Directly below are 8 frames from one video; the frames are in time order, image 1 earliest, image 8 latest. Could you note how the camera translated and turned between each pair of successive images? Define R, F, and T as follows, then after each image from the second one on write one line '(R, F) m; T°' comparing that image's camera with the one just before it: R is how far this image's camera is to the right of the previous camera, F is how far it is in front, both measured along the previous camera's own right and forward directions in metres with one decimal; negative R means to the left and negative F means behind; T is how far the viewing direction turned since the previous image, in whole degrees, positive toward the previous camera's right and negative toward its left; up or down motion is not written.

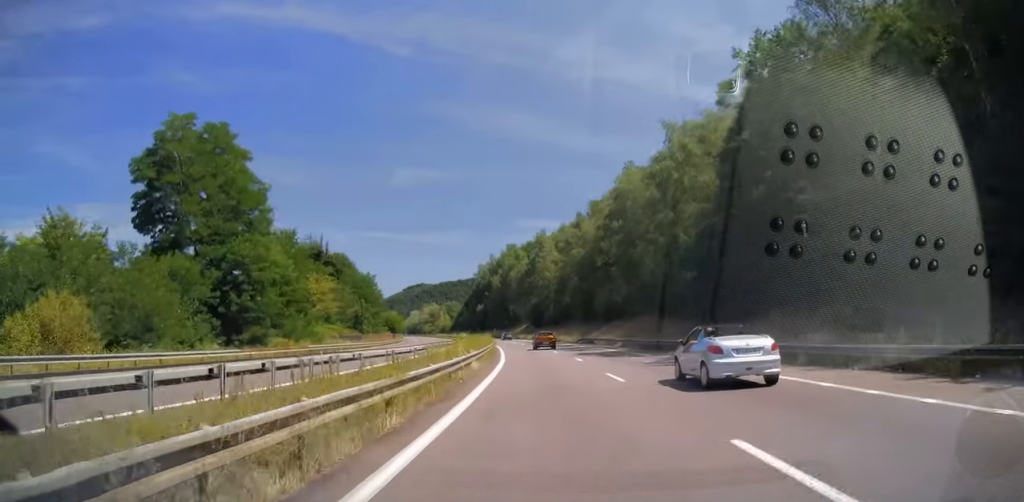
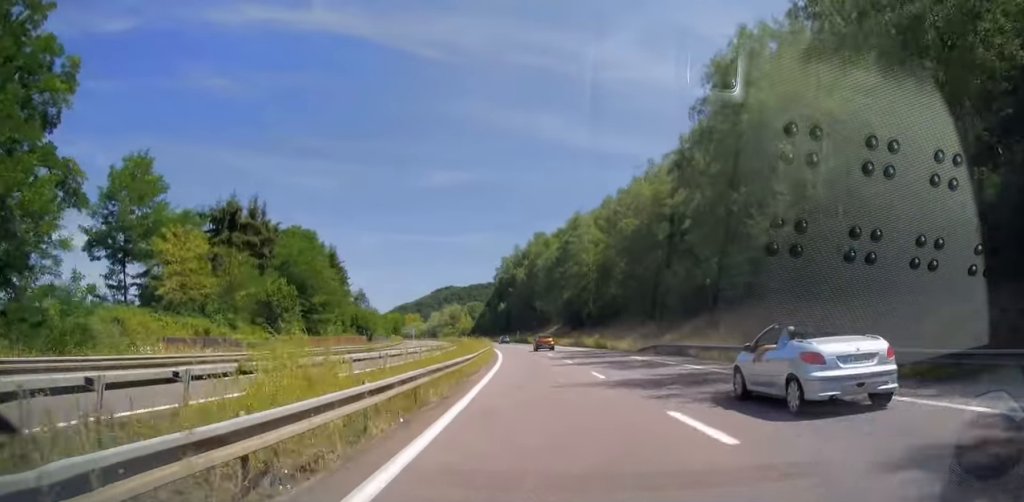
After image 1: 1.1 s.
(-1.0, +33.4) m; -3°
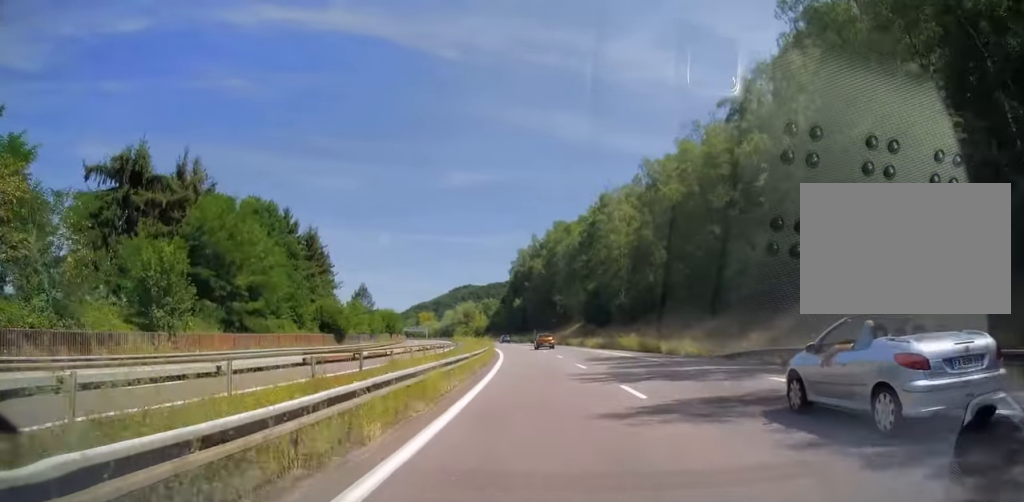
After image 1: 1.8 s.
(-0.3, +18.7) m; -2°
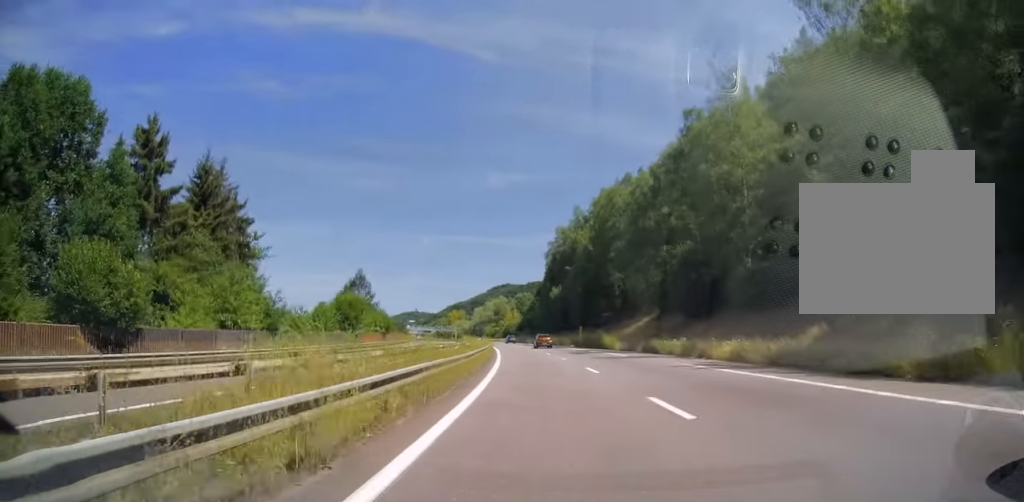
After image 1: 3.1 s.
(-1.4, +39.8) m; -4°
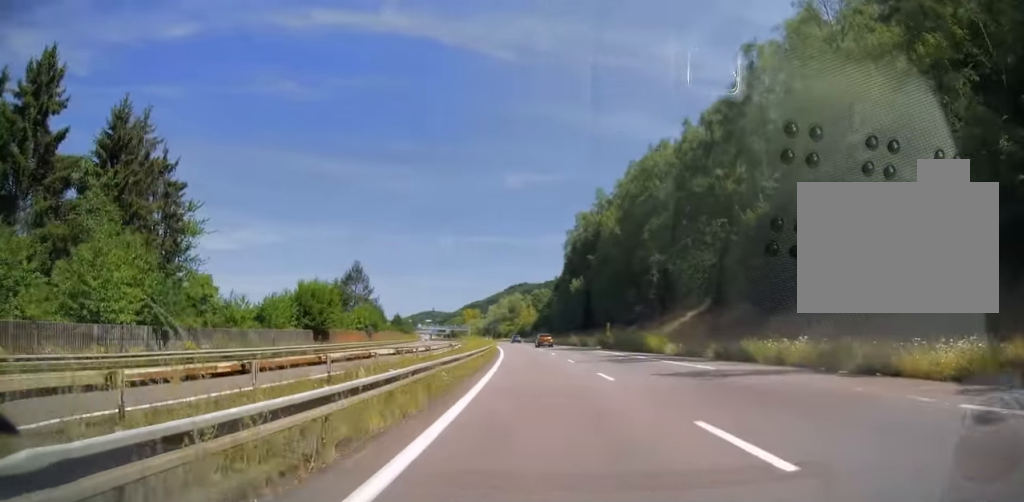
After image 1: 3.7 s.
(-0.1, +15.7) m; -2°
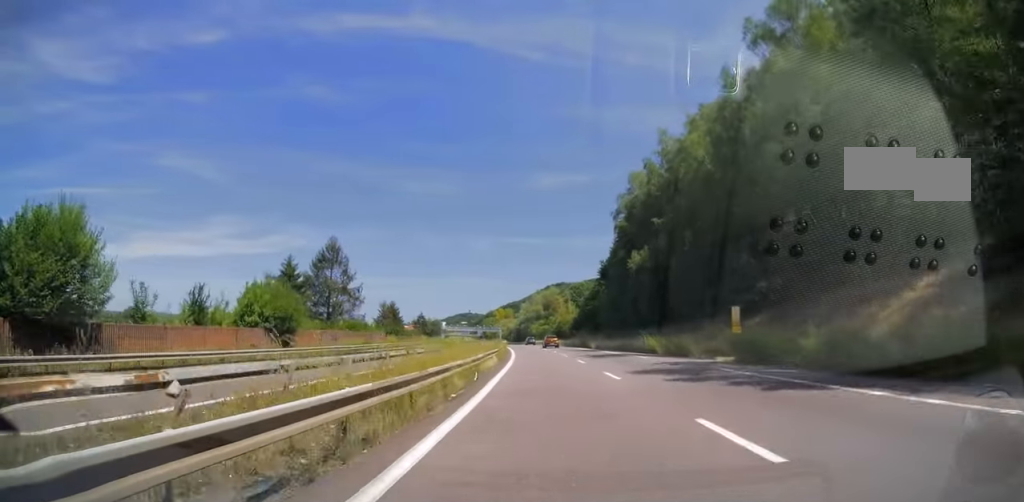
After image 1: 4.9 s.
(-1.0, +36.0) m; -3°
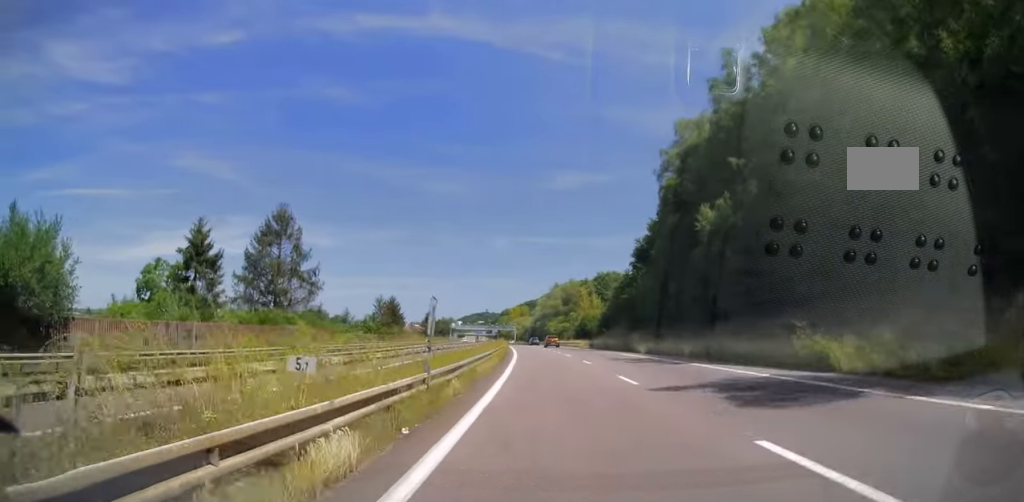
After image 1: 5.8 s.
(-0.4, +26.1) m; -2°
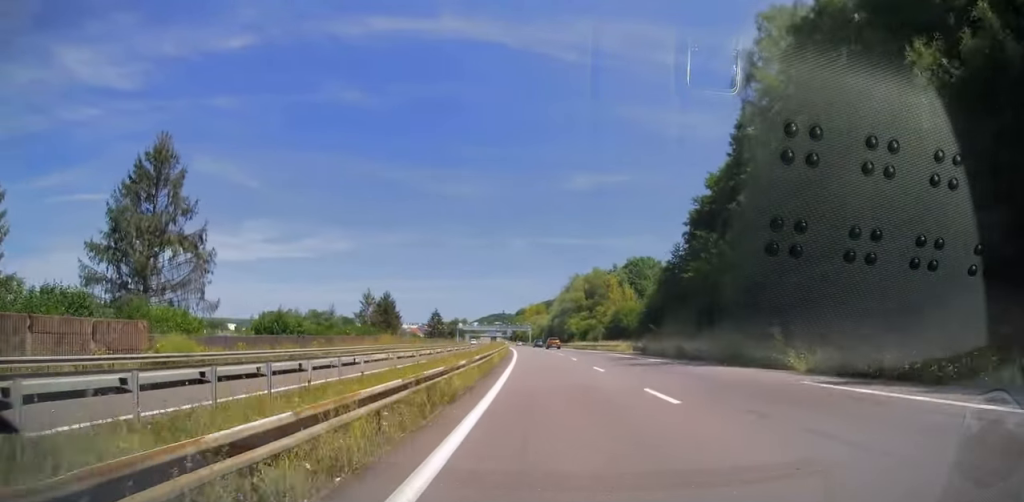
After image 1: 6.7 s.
(-0.6, +28.8) m; -2°
